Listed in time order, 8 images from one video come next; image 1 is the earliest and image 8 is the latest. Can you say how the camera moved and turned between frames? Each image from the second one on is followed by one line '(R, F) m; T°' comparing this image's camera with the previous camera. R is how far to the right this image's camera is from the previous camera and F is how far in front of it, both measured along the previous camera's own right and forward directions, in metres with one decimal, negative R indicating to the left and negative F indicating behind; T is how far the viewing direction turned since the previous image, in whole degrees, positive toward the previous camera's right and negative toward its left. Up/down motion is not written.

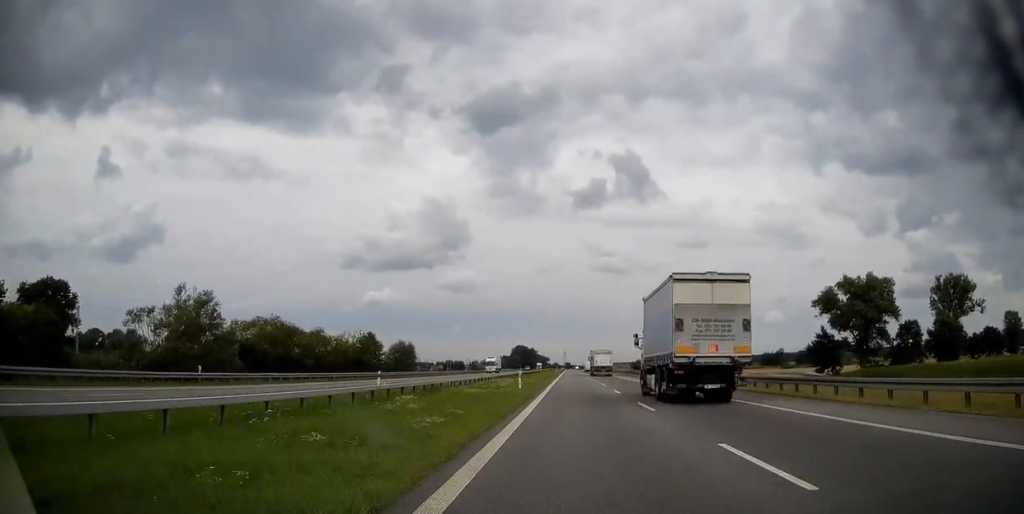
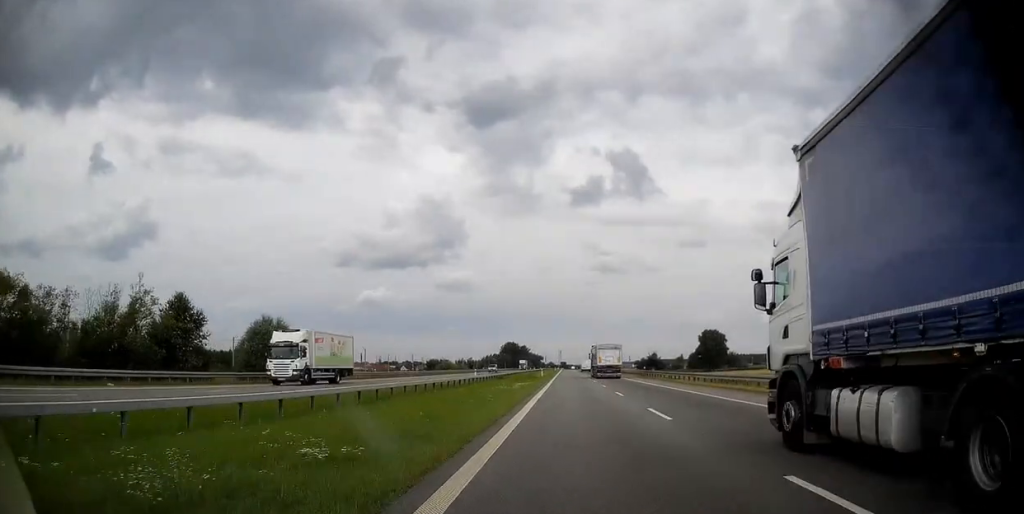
(+0.1, +63.2) m; 0°
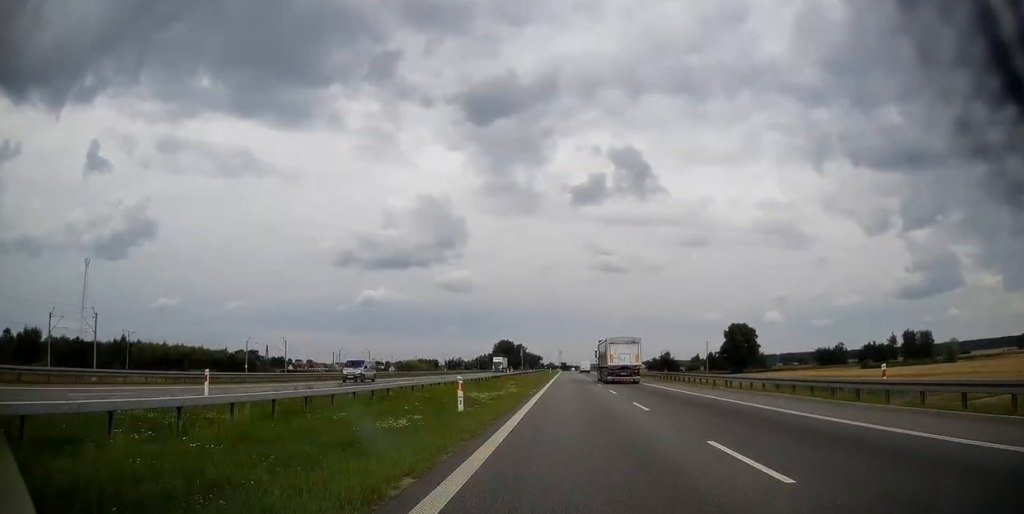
(+0.3, +56.3) m; 0°
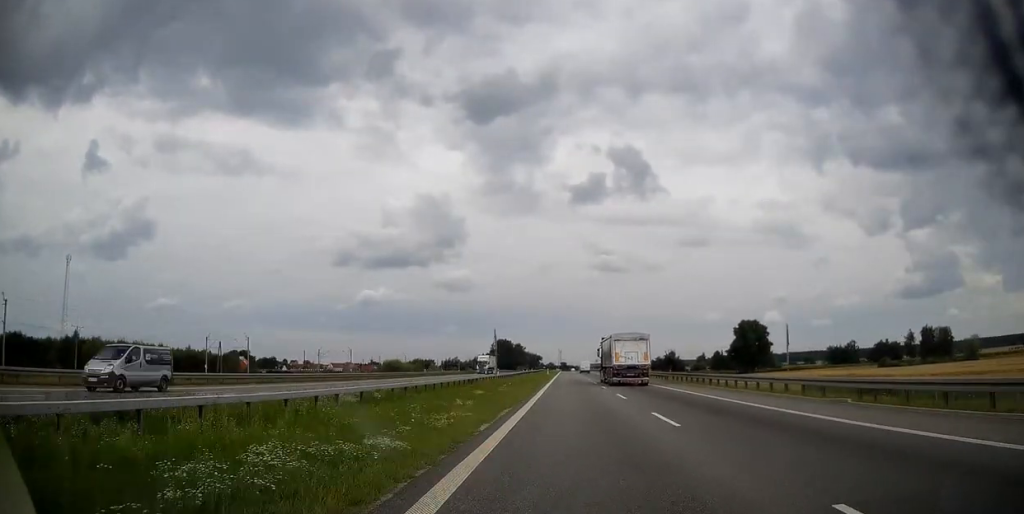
(0.0, +17.2) m; 0°
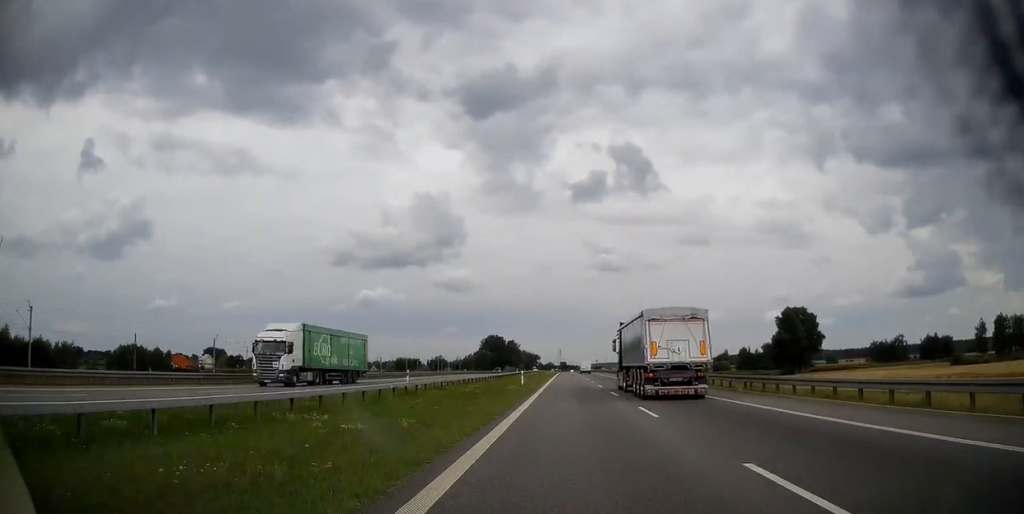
(0.0, +56.1) m; 0°
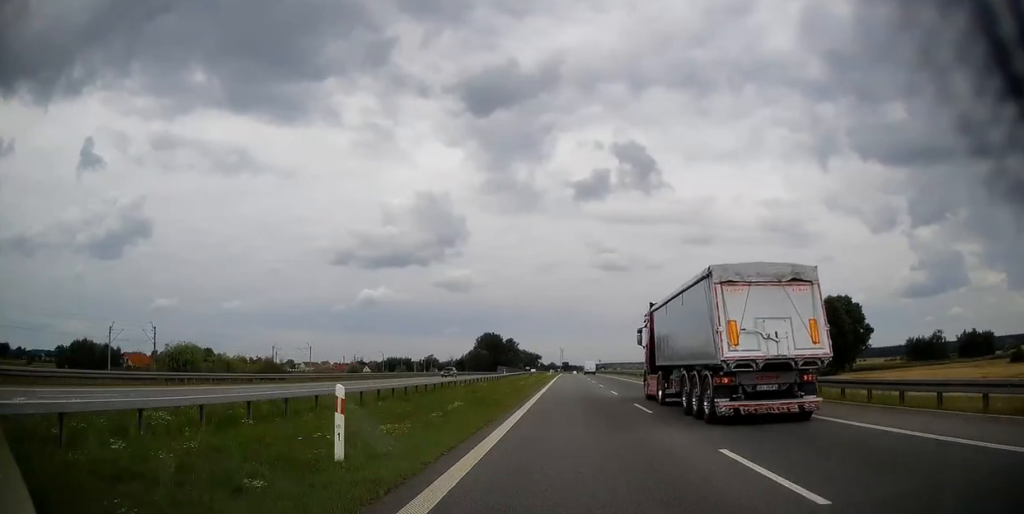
(-0.1, +34.5) m; 0°
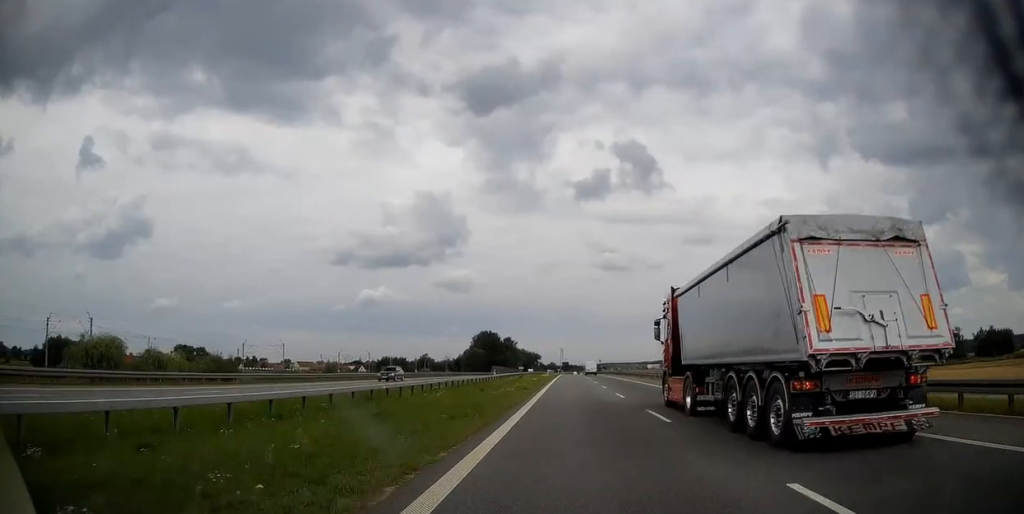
(0.0, +15.0) m; 0°
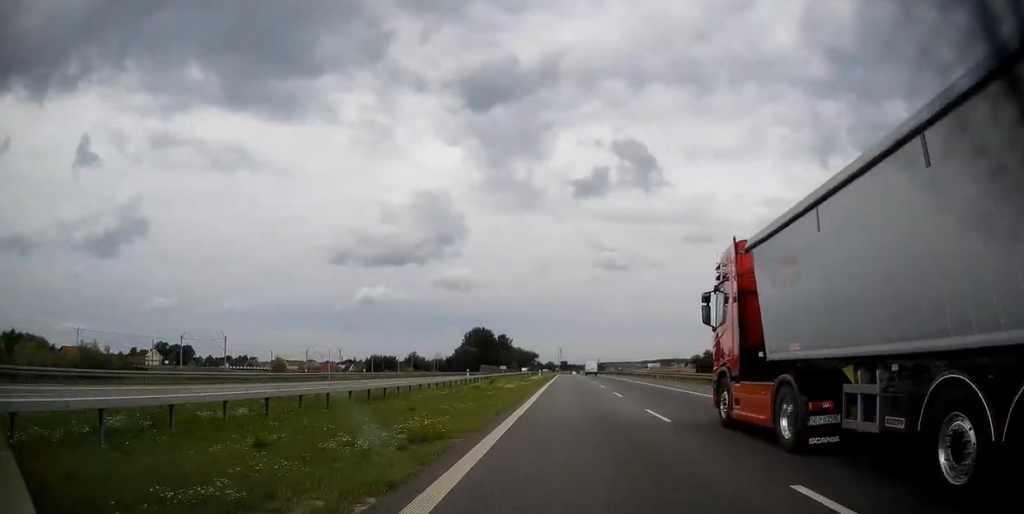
(0.0, +24.2) m; 0°
